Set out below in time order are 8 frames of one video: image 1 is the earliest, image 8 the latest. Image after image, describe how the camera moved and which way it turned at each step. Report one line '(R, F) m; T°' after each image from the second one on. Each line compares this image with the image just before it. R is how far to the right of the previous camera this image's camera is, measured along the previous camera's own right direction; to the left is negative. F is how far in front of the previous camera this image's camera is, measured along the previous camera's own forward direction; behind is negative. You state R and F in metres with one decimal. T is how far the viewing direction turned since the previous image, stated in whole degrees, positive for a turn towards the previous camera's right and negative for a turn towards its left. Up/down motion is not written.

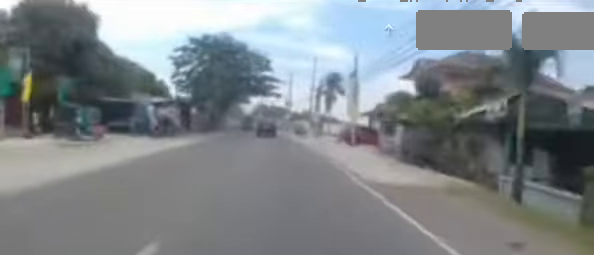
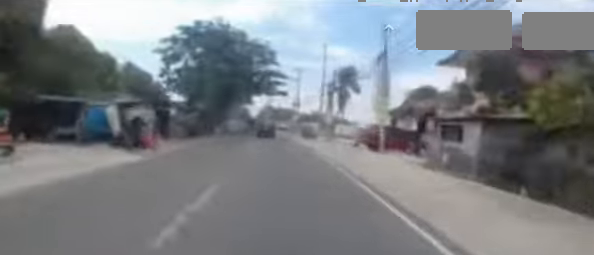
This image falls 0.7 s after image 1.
(0.0, +6.0) m; -1°
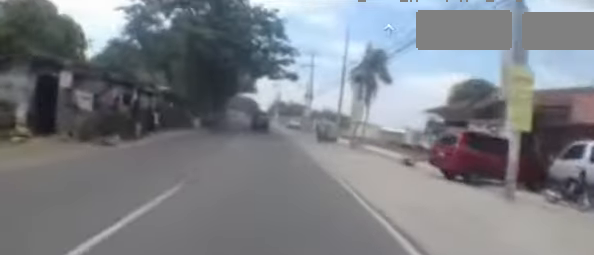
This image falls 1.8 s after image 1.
(-0.3, +9.9) m; -5°
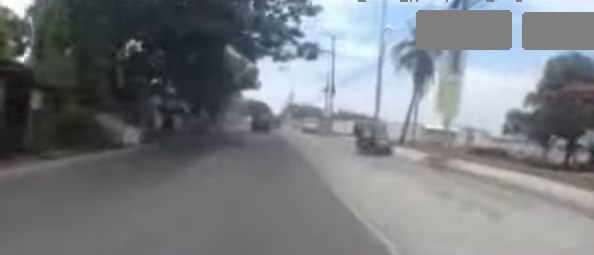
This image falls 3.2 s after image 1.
(-0.8, +12.4) m; -4°
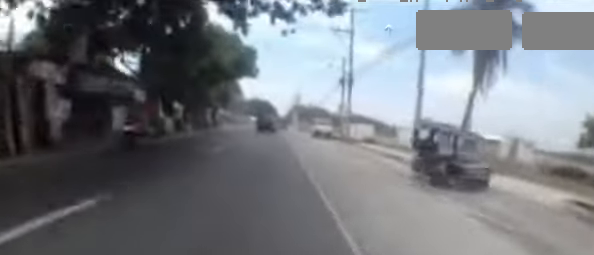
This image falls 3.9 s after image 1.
(+0.1, +7.7) m; 0°
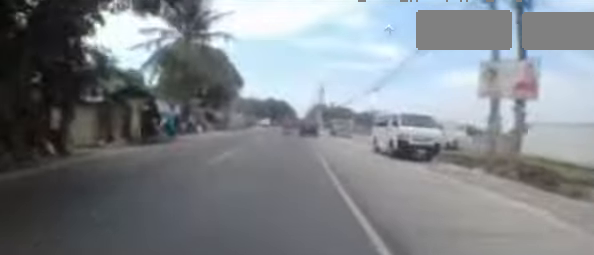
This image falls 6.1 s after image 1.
(-0.4, +20.7) m; -3°
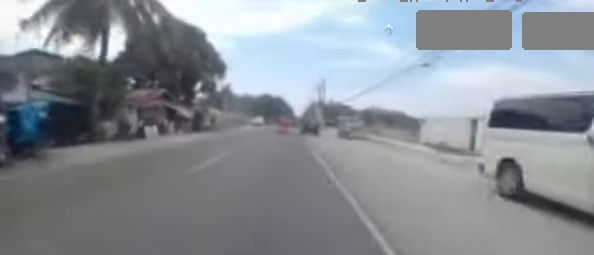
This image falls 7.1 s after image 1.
(-0.2, +9.4) m; +1°
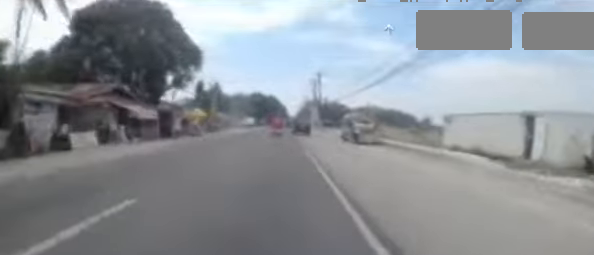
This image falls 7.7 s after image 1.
(+0.2, +6.2) m; +1°
